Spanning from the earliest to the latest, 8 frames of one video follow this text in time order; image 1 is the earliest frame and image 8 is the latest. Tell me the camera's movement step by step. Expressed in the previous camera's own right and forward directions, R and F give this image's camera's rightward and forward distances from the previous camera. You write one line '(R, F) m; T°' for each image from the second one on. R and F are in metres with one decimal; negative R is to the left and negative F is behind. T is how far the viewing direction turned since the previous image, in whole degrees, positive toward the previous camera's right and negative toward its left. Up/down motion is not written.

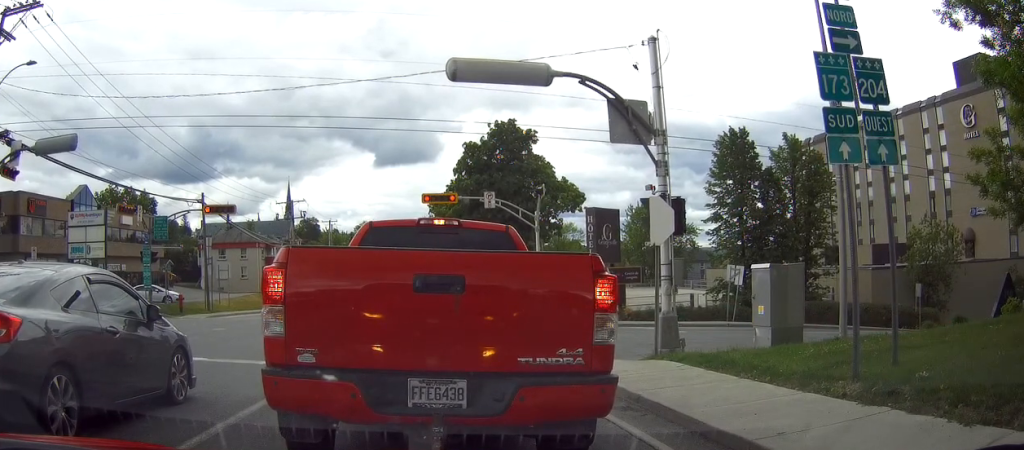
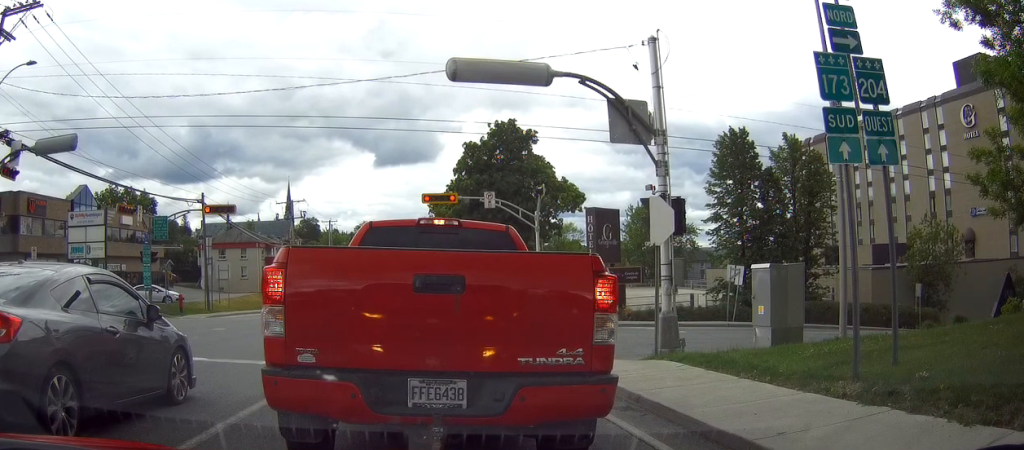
(0.0, 0.0) m; 0°
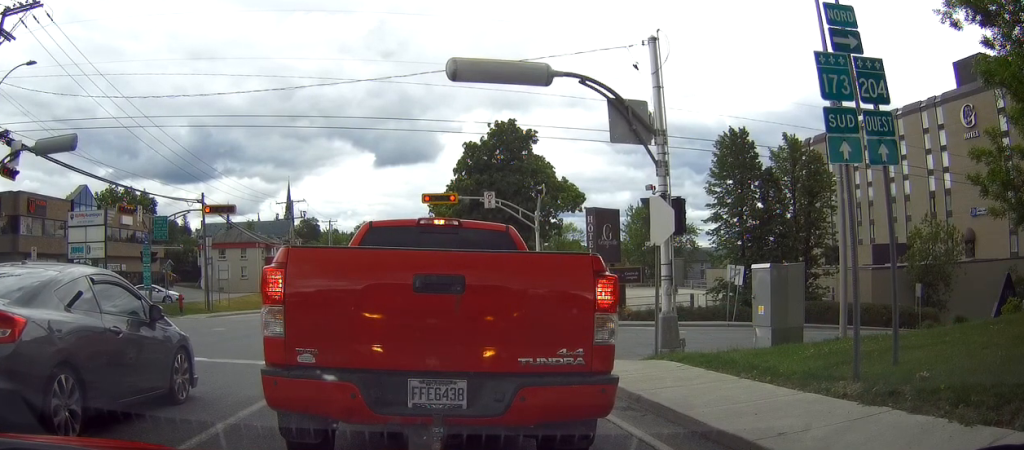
(0.0, 0.0) m; 0°
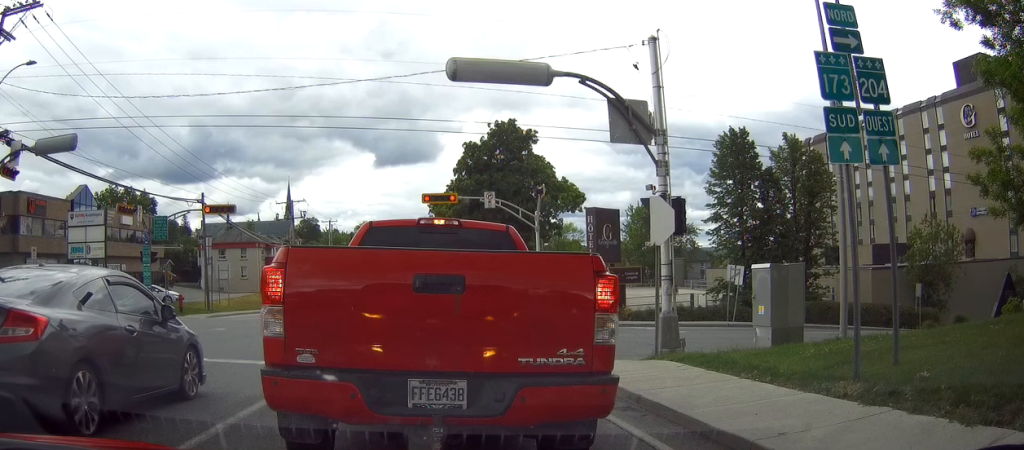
(0.0, 0.0) m; 0°
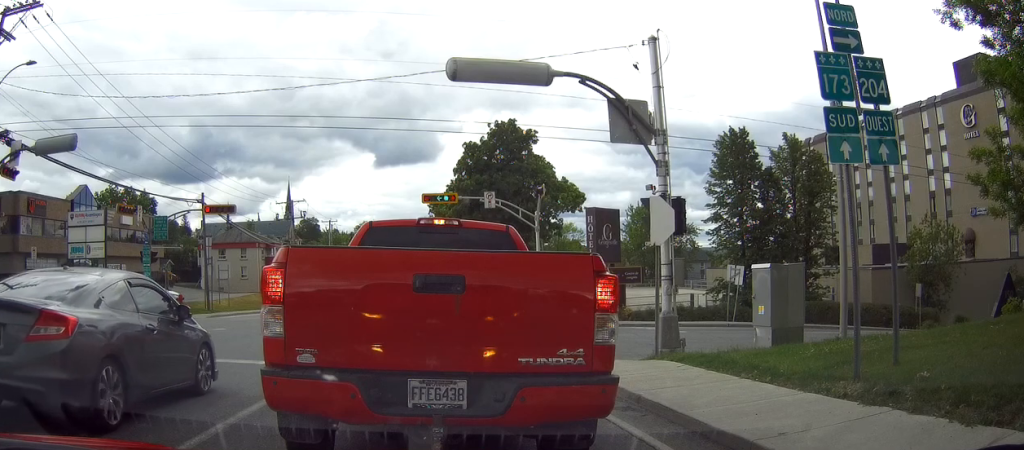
(0.0, 0.0) m; 0°
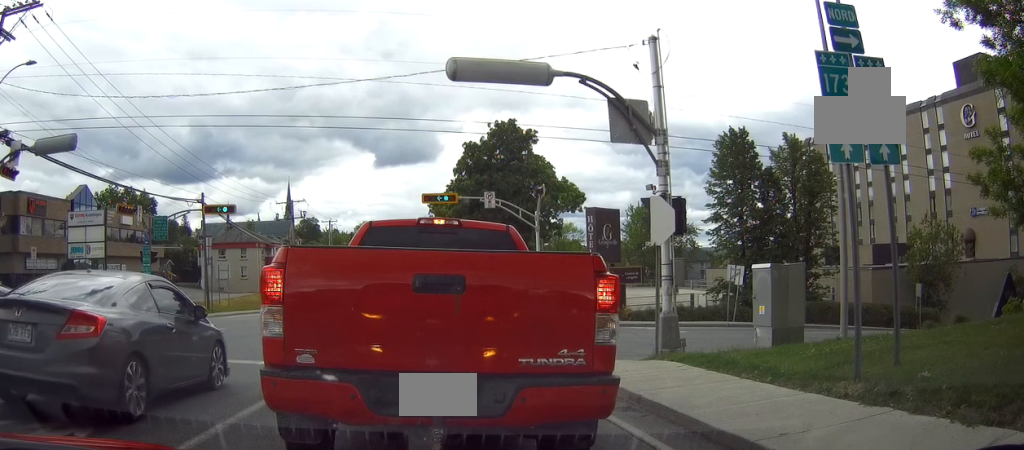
(0.0, 0.0) m; 0°
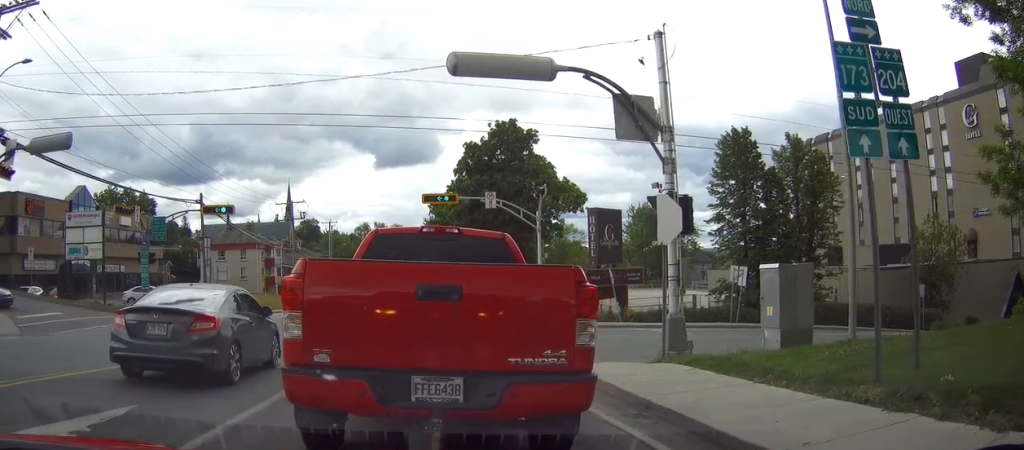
(0.0, 0.0) m; 0°
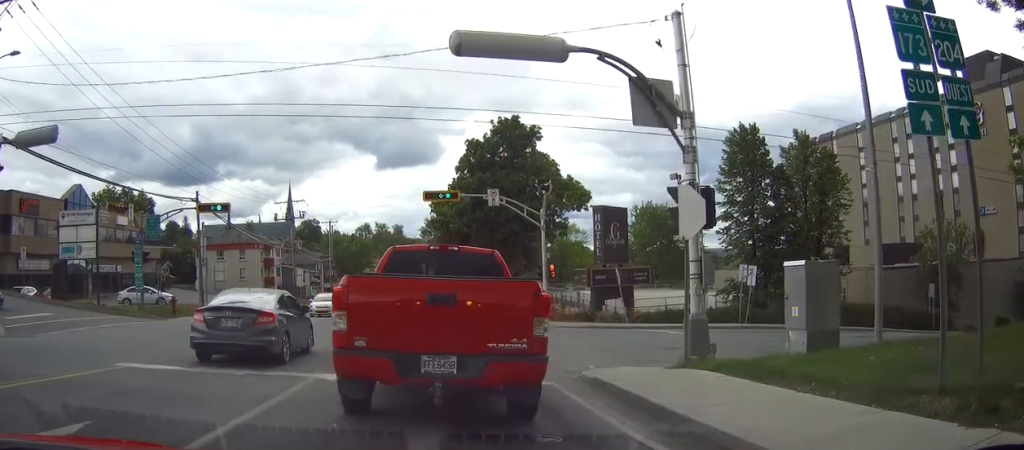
(0.0, +1.2) m; -4°
